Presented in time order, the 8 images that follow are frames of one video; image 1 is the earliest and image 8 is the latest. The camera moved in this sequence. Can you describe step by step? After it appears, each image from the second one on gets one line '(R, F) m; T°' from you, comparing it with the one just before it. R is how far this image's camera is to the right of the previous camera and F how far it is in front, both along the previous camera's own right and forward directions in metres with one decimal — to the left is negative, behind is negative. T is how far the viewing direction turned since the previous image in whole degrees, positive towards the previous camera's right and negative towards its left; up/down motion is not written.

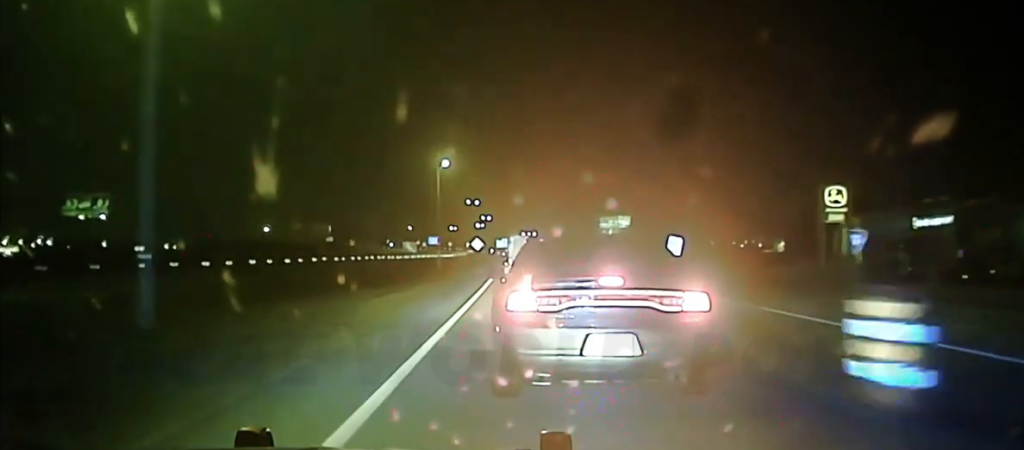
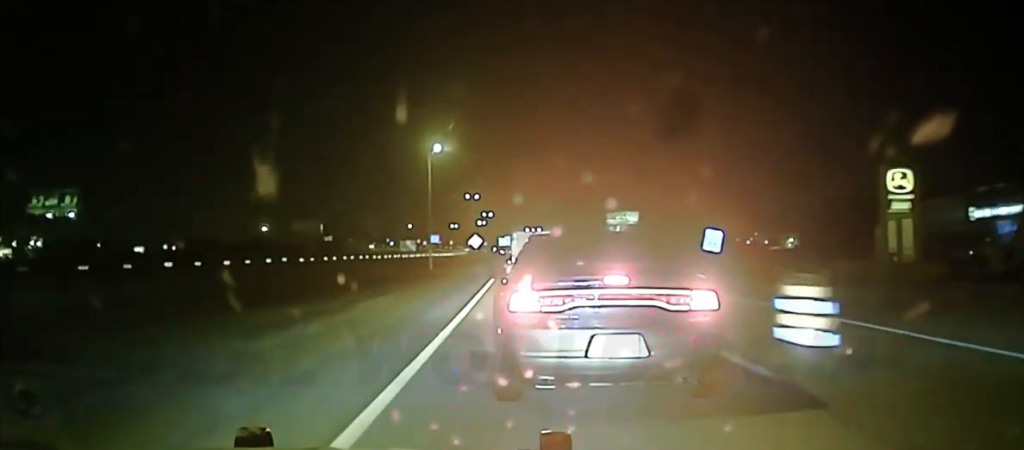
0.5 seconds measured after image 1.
(-0.1, +14.4) m; 0°
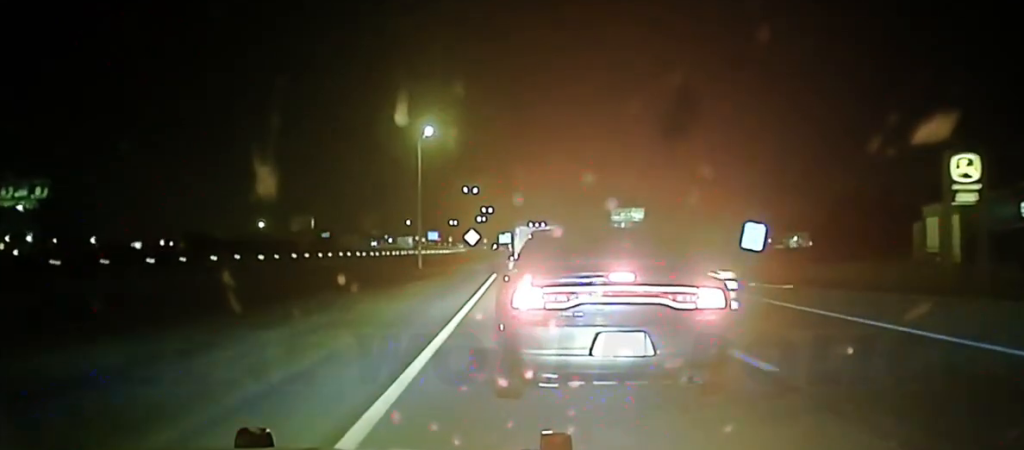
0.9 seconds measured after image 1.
(0.0, +11.2) m; 0°
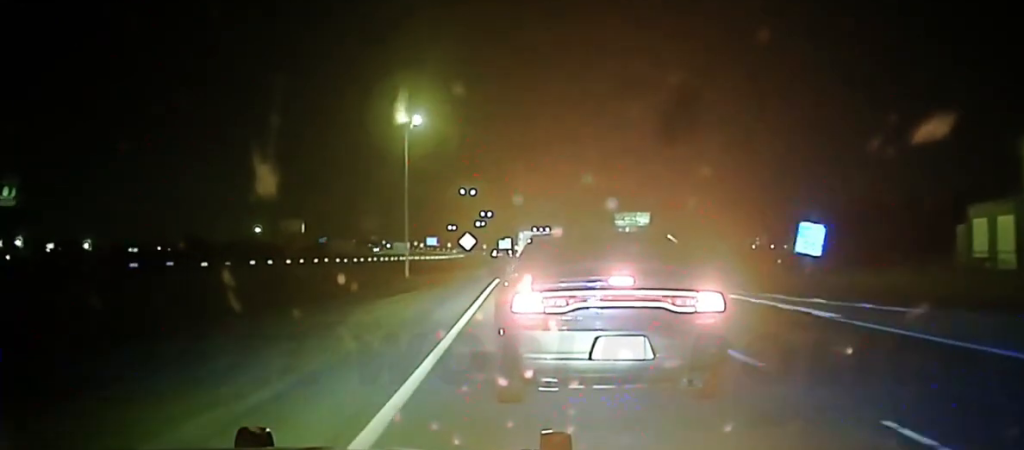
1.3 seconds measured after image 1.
(0.0, +11.2) m; 0°
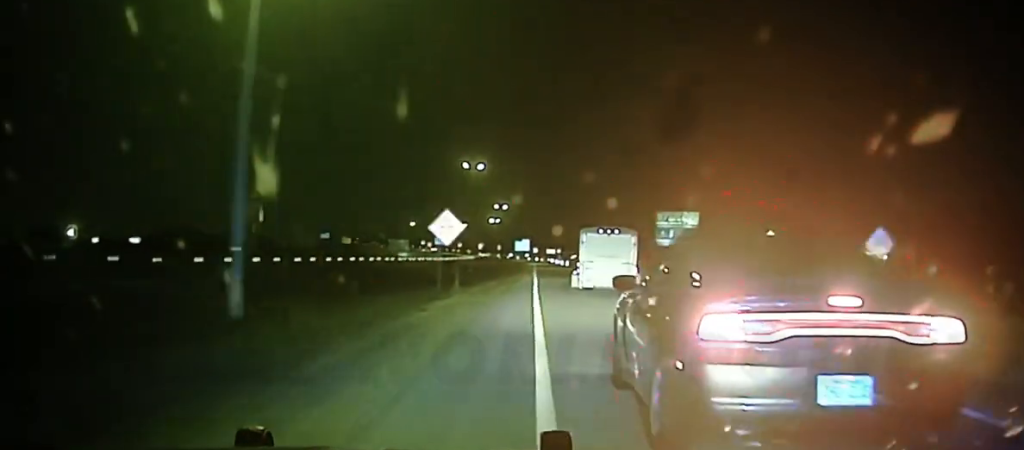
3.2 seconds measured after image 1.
(+0.2, +50.4) m; +2°
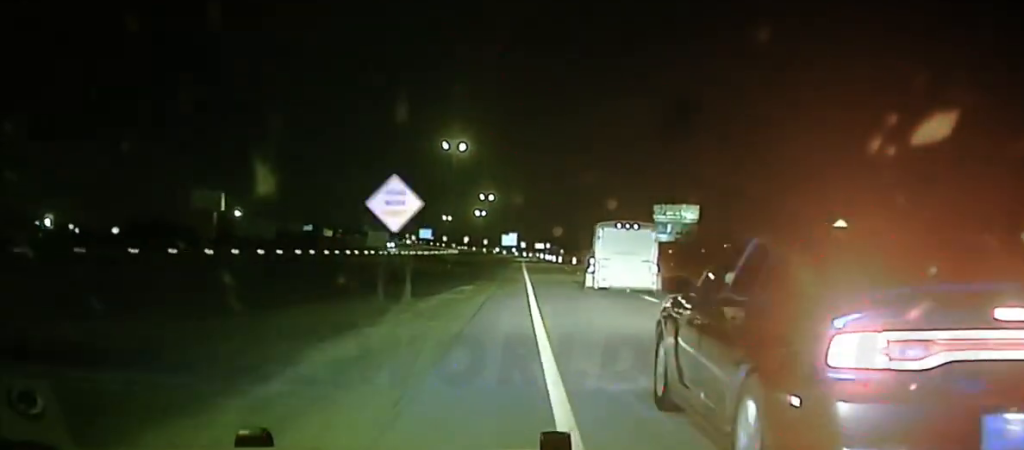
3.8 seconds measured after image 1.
(+0.1, +14.3) m; +2°
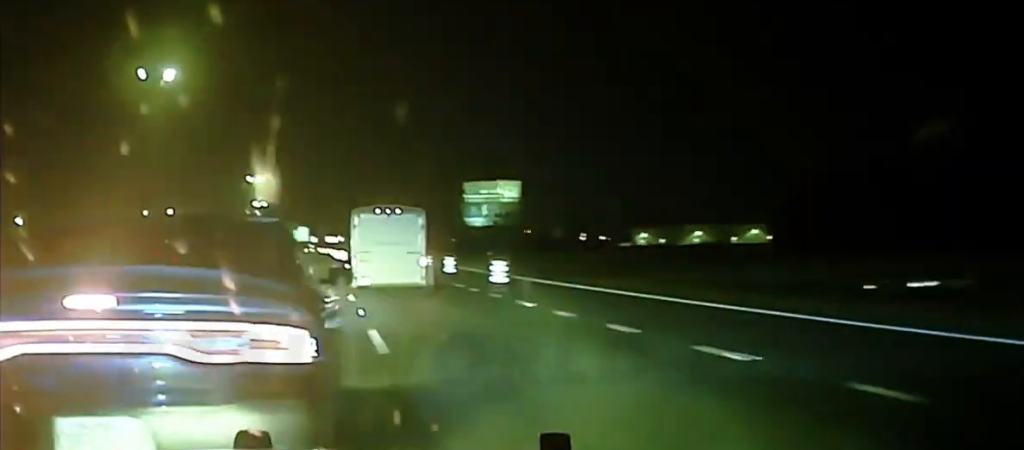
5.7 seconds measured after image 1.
(+2.1, +37.6) m; +2°
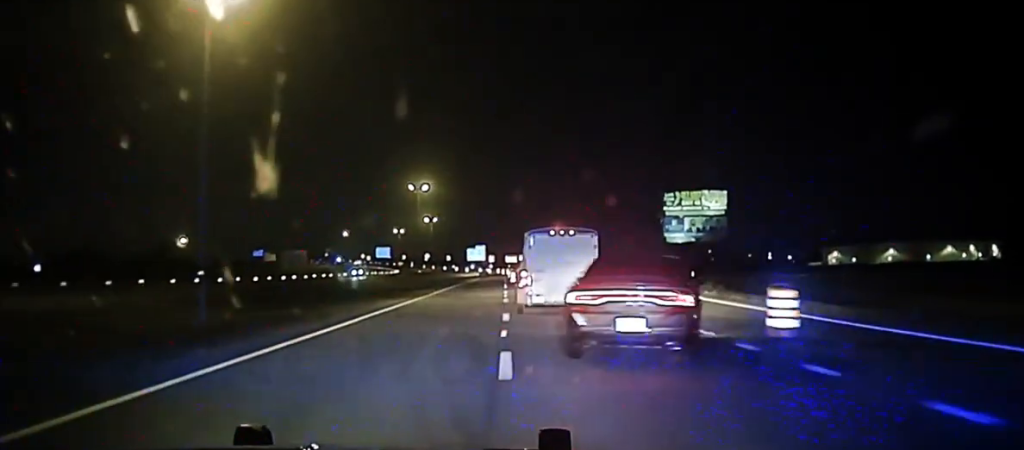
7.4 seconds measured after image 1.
(-1.0, +30.5) m; +1°
